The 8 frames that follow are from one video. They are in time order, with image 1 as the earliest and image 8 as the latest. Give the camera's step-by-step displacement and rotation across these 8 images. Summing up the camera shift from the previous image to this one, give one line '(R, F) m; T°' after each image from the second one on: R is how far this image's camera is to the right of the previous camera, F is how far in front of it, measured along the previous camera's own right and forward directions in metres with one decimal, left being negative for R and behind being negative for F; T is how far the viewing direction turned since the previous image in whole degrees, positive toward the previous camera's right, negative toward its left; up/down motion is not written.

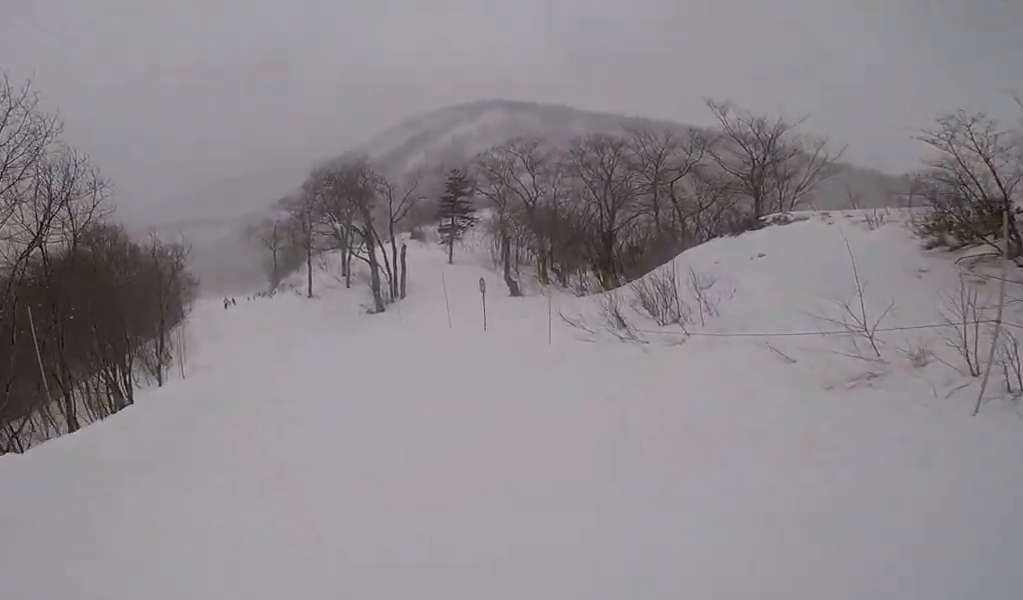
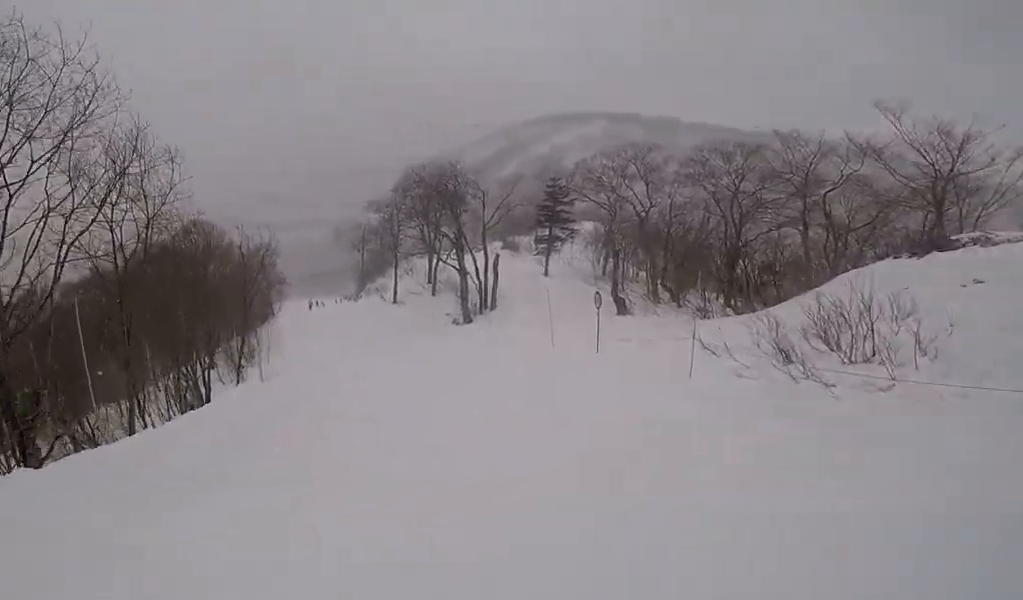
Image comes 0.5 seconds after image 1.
(-0.7, +2.4) m; -5°
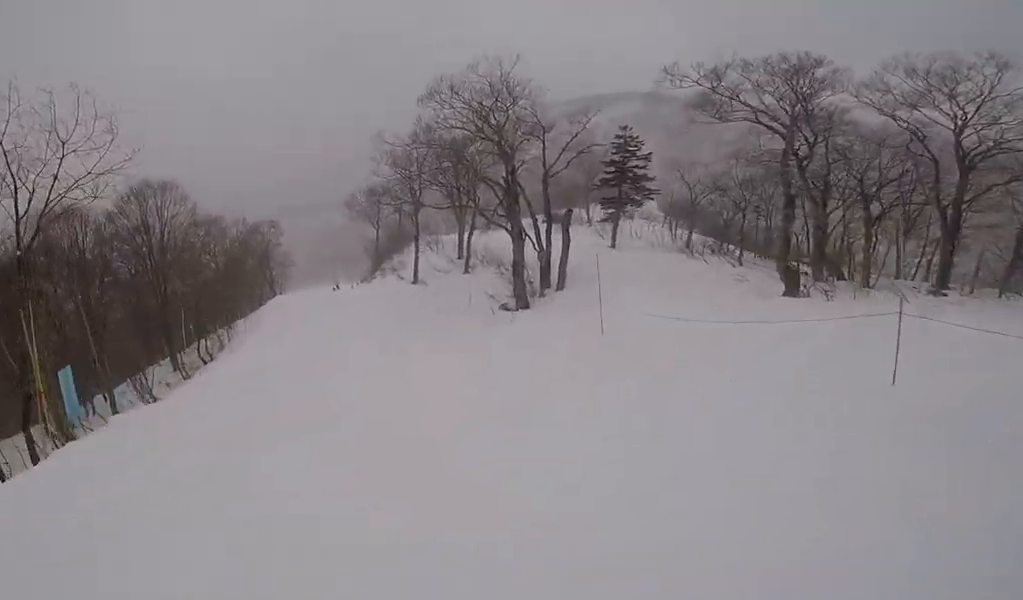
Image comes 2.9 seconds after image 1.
(+1.9, +14.4) m; +6°
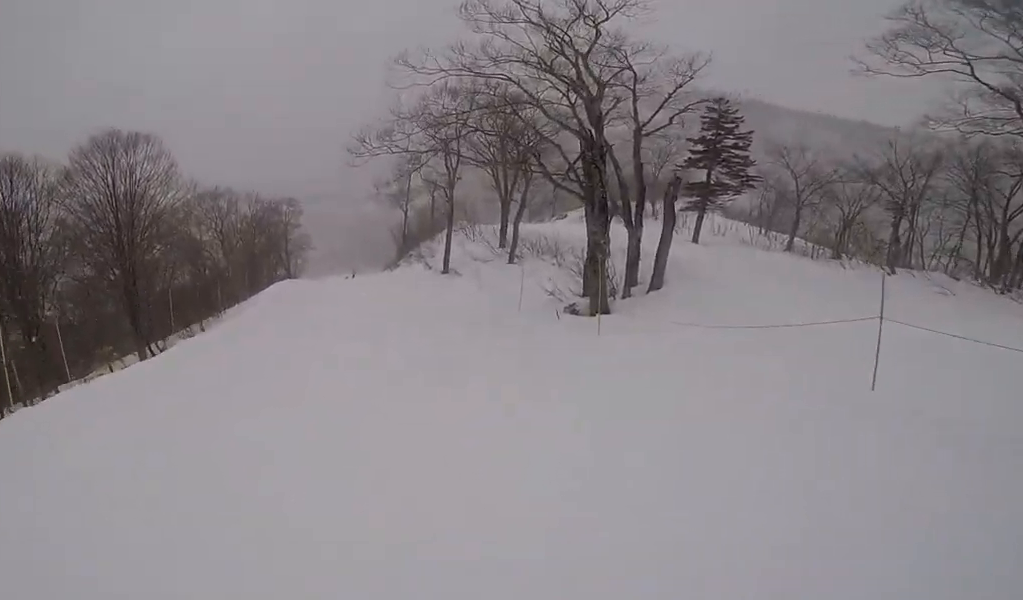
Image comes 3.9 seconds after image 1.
(-0.4, +7.7) m; -8°
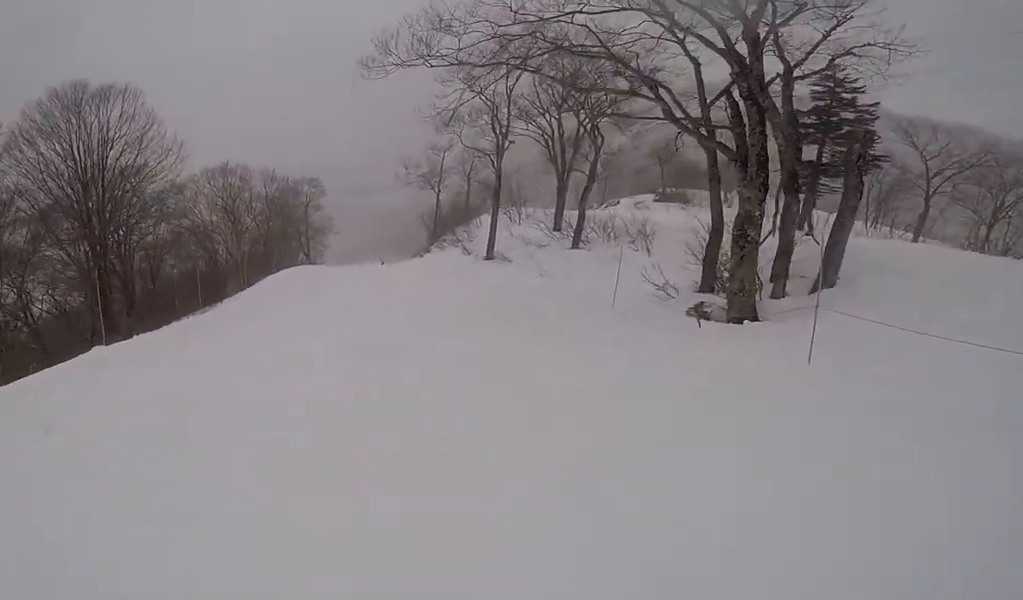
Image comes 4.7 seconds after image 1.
(-0.6, +5.5) m; -4°
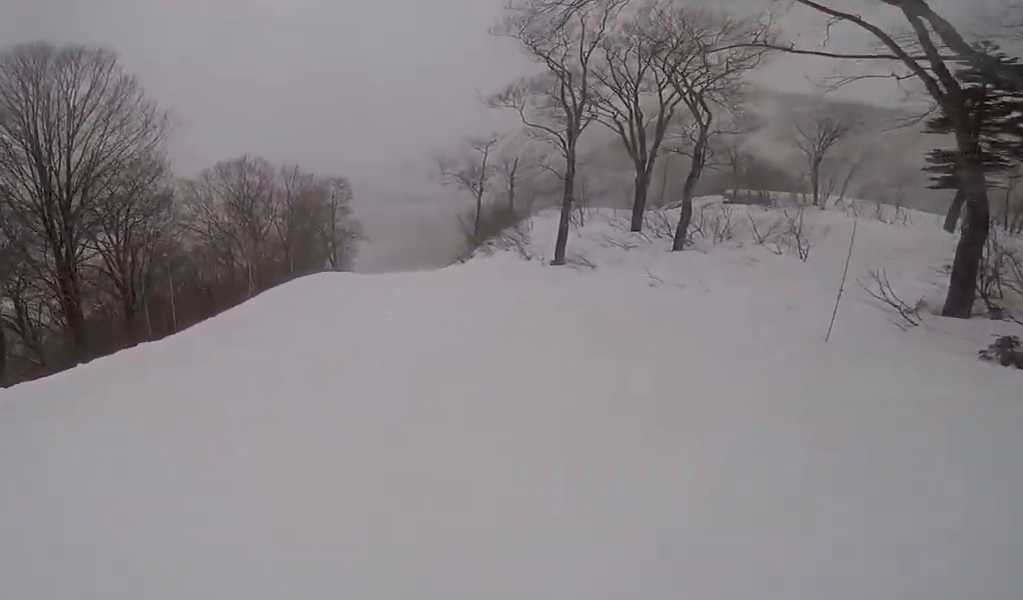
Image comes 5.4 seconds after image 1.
(+0.3, +5.2) m; 0°
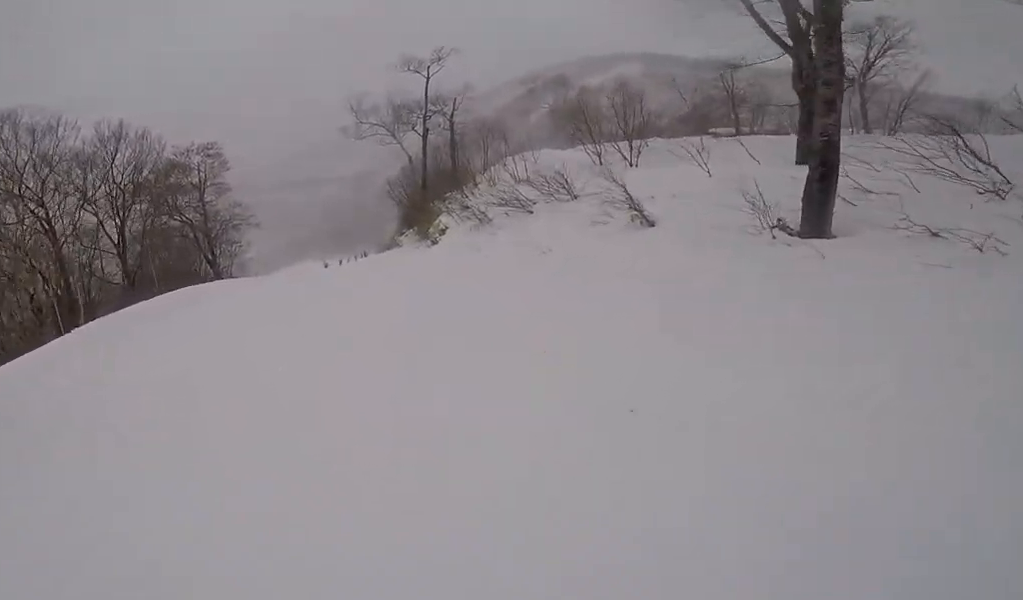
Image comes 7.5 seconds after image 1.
(+1.1, +14.4) m; +6°
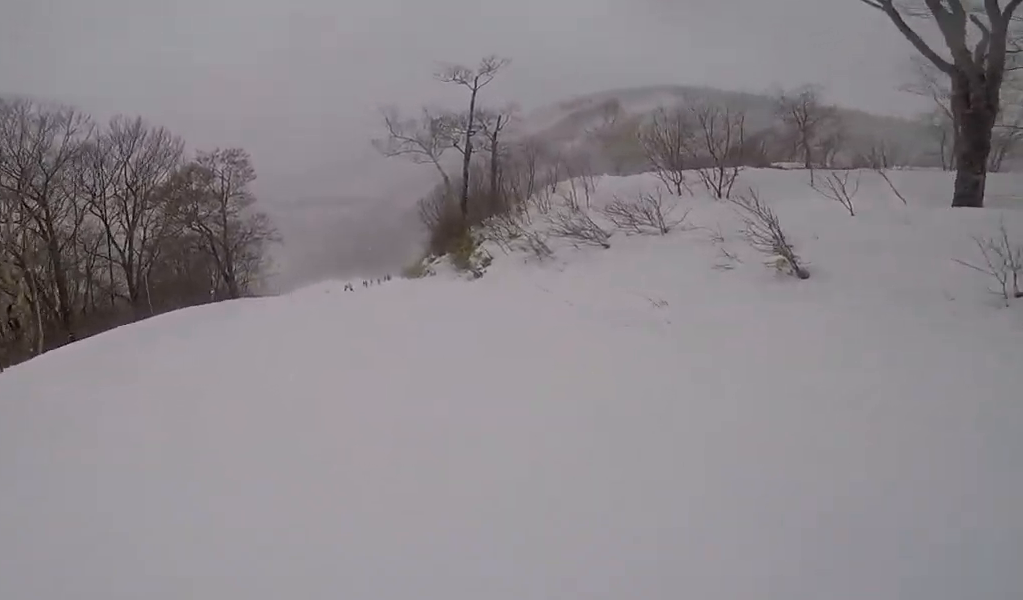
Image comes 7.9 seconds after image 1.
(-0.1, +2.9) m; -2°
